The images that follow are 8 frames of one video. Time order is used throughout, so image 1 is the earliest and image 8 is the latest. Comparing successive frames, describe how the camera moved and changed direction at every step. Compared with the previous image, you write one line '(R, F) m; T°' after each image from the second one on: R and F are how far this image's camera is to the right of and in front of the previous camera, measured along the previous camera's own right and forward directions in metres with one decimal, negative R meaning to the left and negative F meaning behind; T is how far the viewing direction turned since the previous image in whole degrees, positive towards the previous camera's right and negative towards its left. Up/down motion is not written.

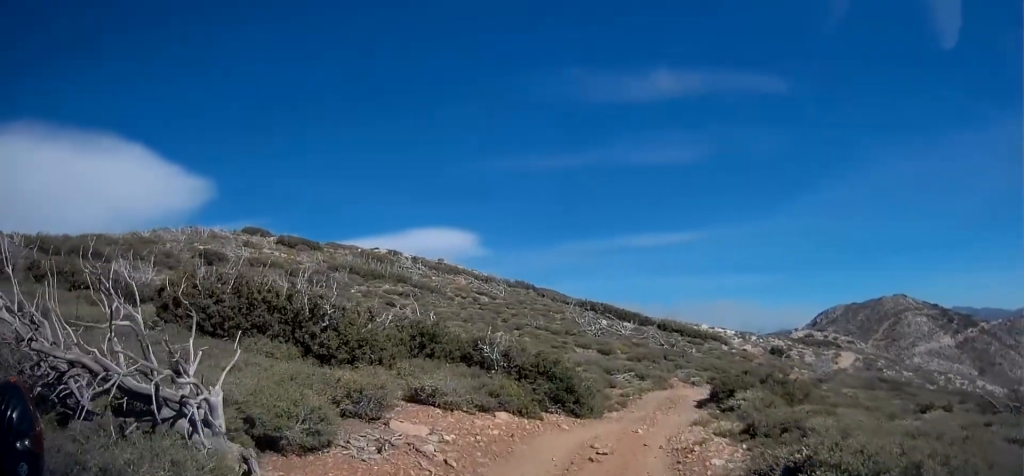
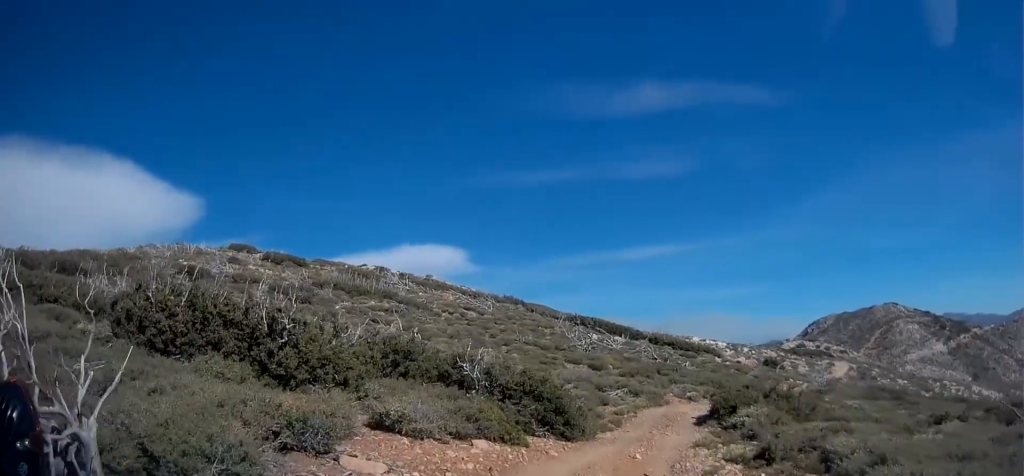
(-0.2, +1.4) m; +1°
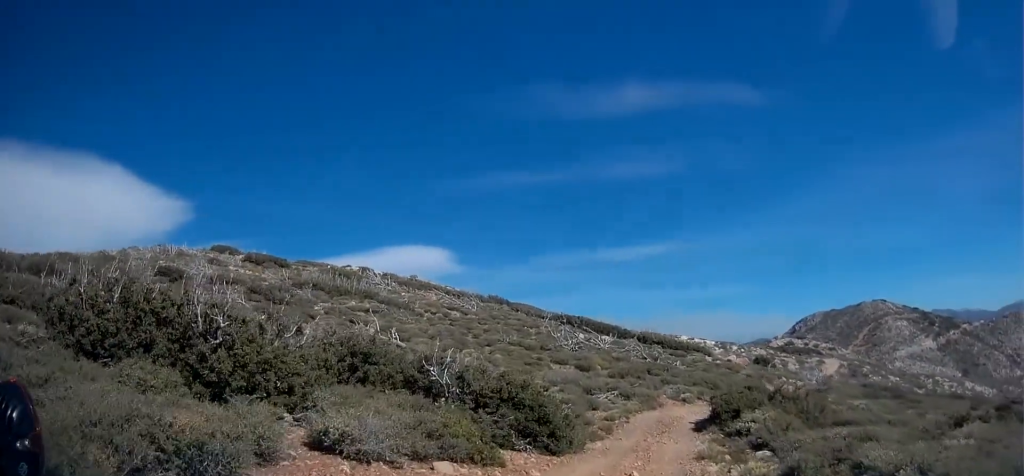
(+0.2, +1.7) m; +6°
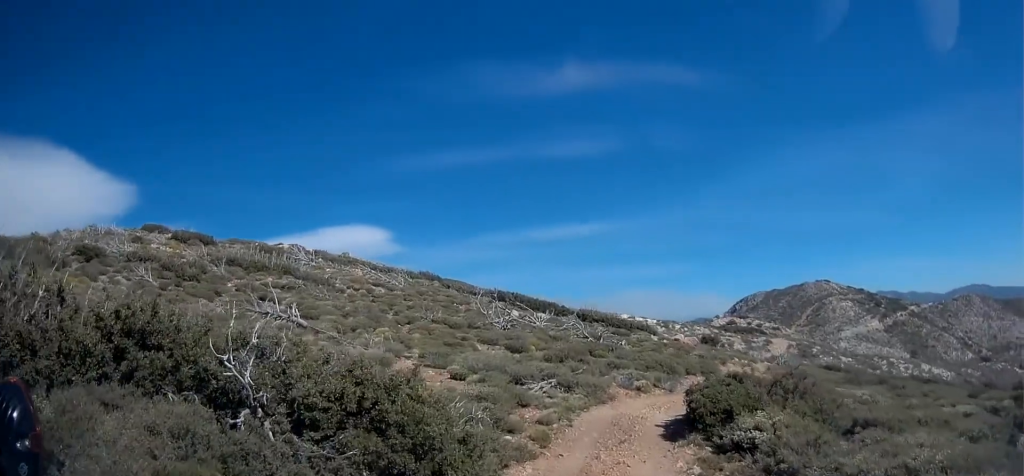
(+0.6, +5.1) m; +9°
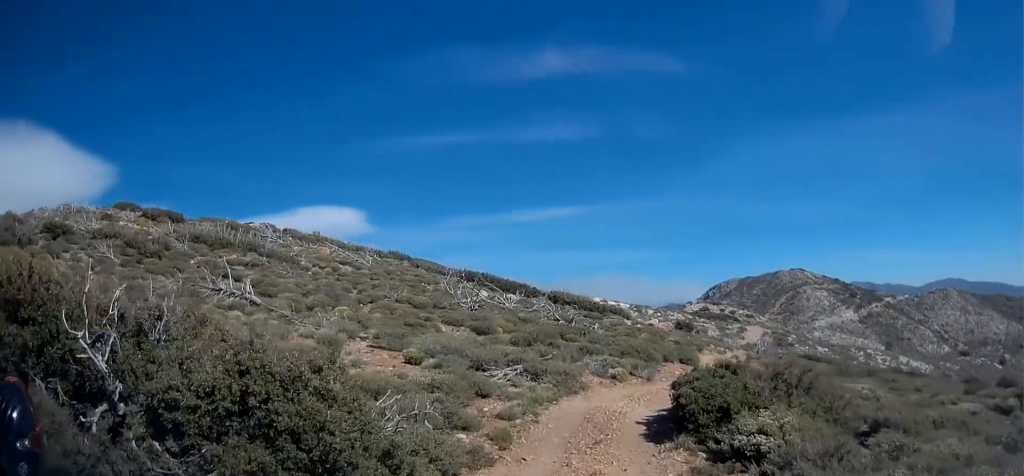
(0.0, +1.9) m; +1°
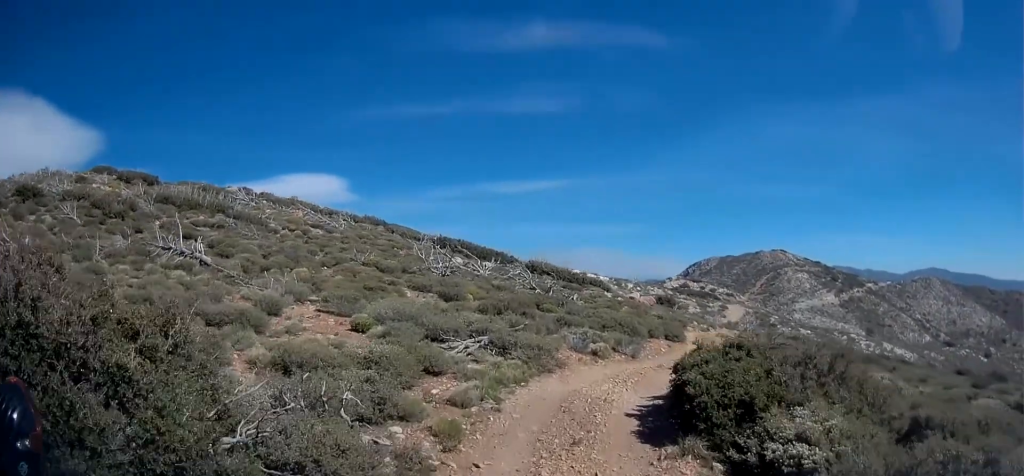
(0.0, +2.4) m; -4°
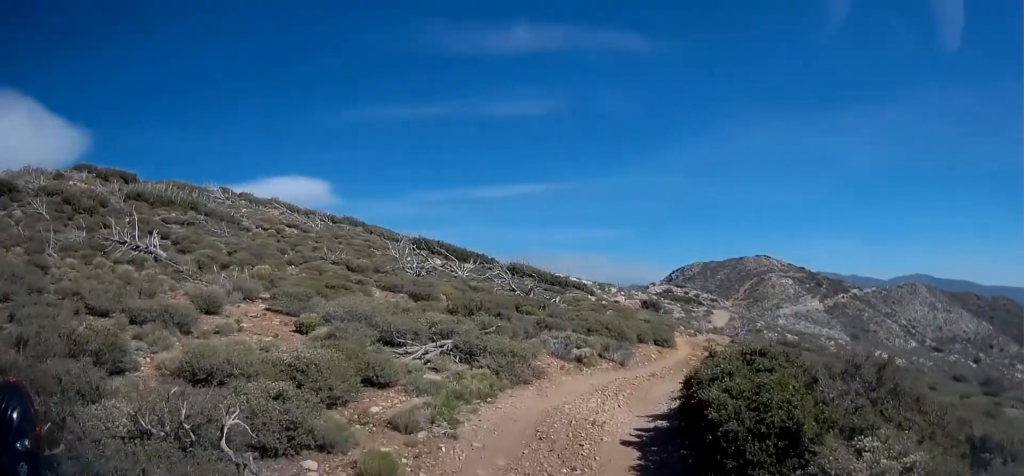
(0.0, +2.1) m; -3°
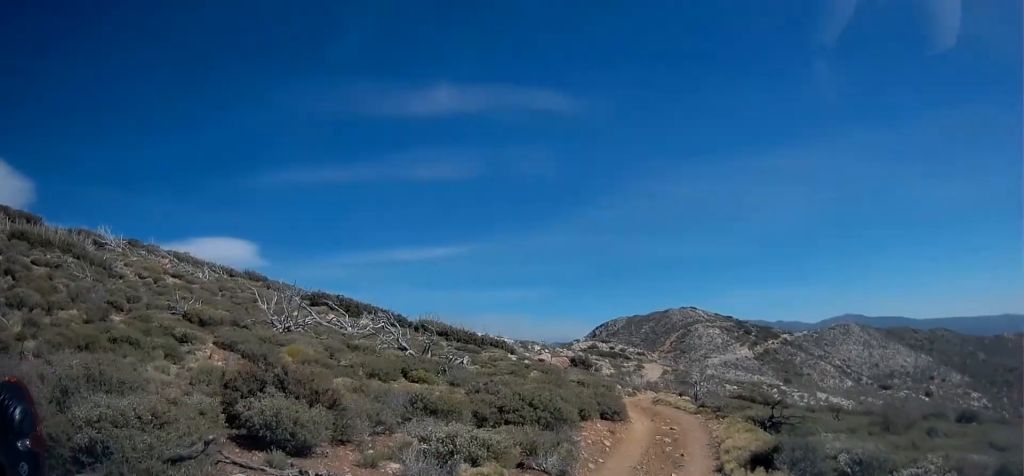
(+1.3, +8.1) m; +24°
